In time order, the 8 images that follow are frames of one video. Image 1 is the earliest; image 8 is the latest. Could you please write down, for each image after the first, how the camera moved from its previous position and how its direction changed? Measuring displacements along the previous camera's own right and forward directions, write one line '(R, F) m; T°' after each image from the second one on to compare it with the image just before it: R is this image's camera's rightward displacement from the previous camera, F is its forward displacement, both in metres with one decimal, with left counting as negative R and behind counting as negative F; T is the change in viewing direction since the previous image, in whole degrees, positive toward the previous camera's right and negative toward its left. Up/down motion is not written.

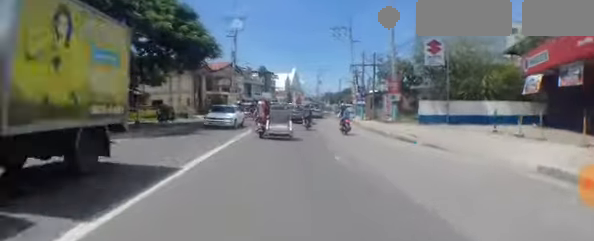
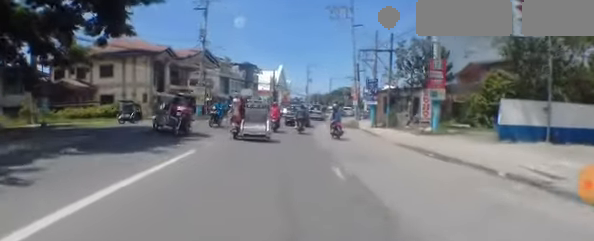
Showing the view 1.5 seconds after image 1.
(+0.4, +10.4) m; -1°
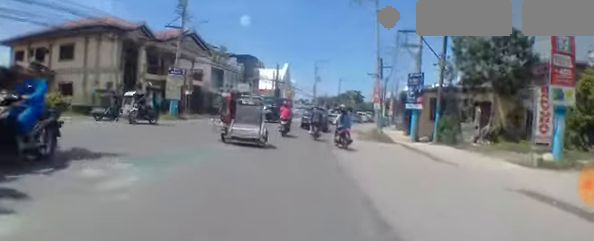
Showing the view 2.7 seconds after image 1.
(-0.2, +8.0) m; -3°
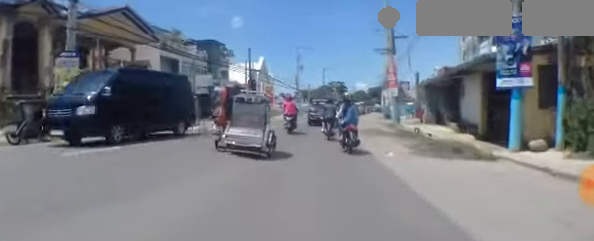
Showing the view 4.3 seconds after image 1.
(-0.1, +8.5) m; +2°
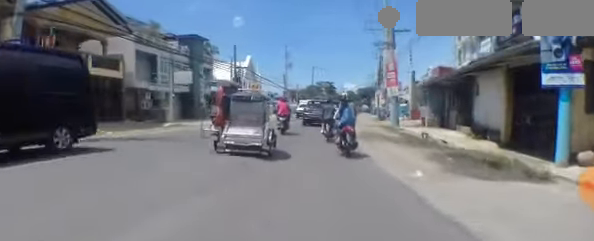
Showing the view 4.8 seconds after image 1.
(0.0, +2.3) m; +2°
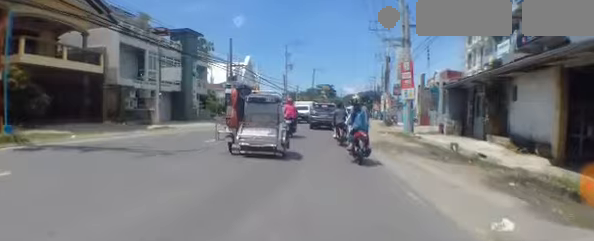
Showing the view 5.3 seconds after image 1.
(0.0, +2.4) m; +3°
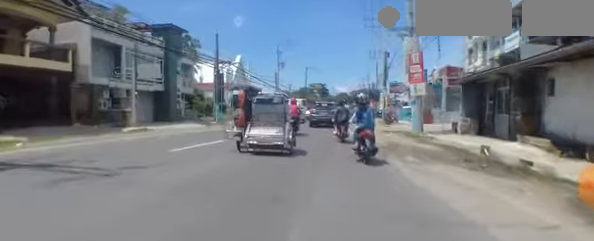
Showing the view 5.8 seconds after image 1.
(0.0, +2.1) m; +3°
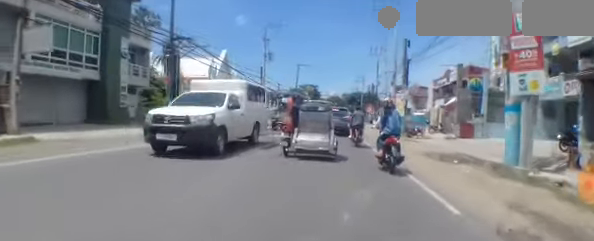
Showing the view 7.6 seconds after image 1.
(+0.6, +6.9) m; +6°
